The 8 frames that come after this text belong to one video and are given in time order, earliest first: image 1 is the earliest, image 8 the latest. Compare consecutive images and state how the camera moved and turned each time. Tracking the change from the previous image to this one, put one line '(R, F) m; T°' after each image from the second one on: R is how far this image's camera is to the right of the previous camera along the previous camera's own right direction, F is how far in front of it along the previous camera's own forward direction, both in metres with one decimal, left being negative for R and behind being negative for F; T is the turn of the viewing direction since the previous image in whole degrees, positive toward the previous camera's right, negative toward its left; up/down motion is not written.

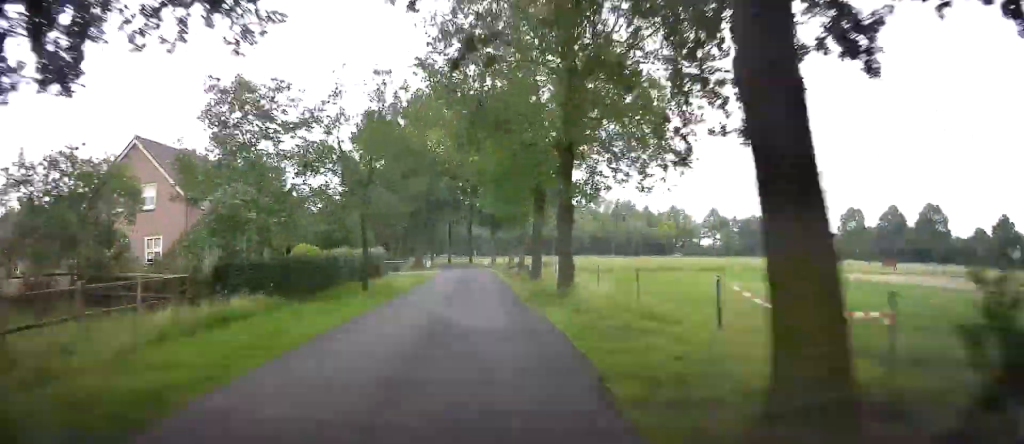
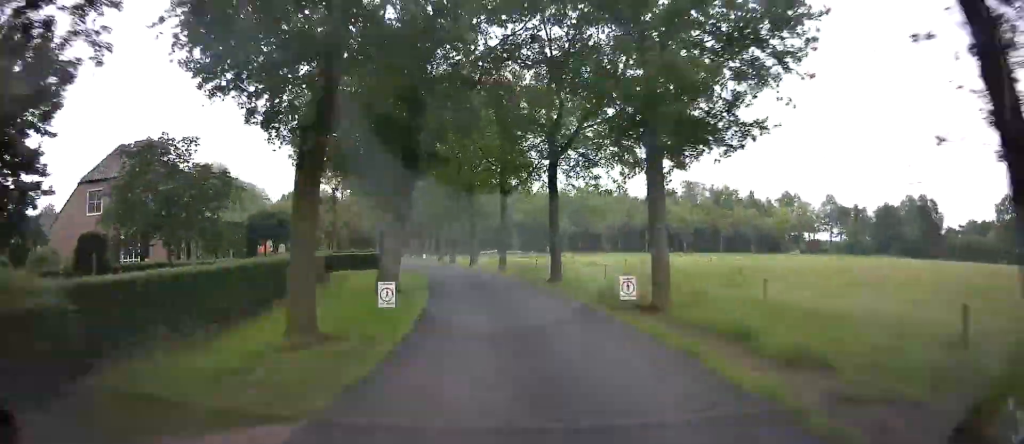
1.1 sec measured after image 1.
(-2.3, +39.2) m; -7°
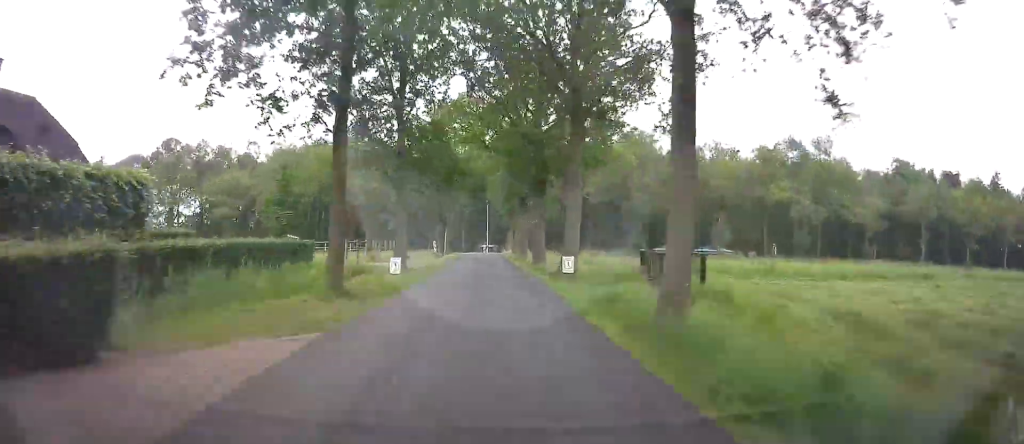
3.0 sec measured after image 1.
(-3.9, +57.8) m; -5°
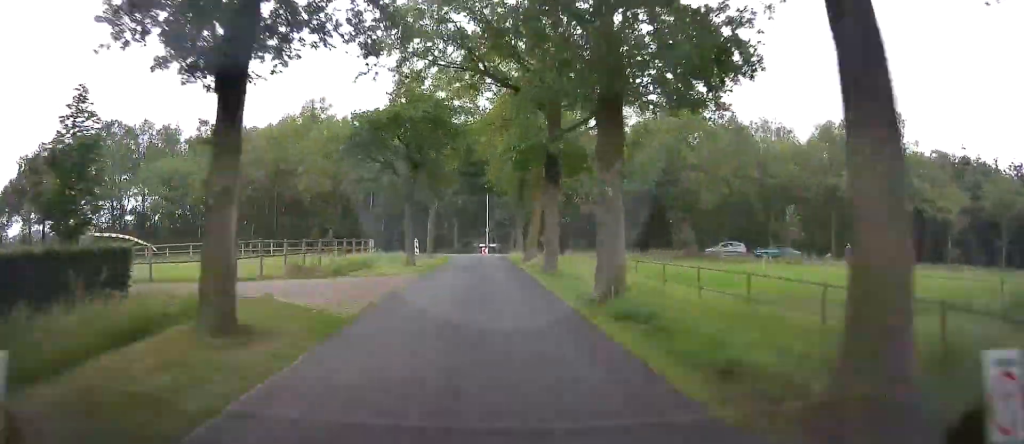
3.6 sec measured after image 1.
(-0.1, +14.6) m; +1°
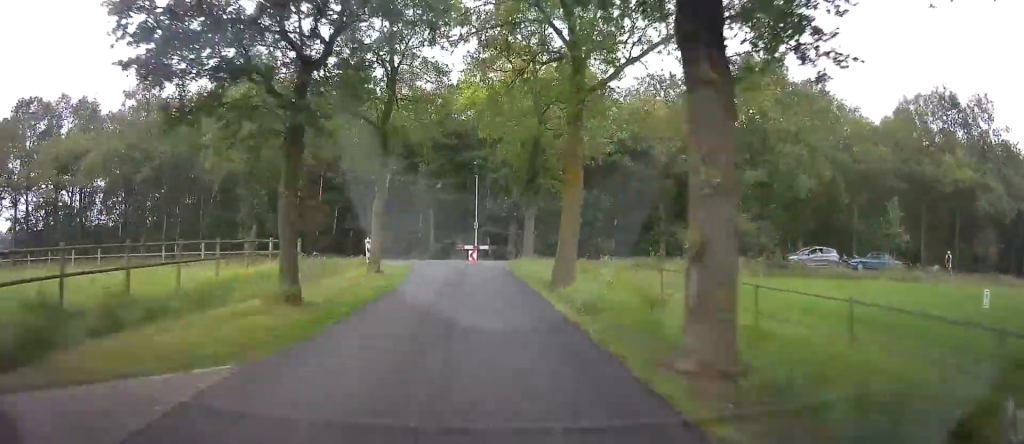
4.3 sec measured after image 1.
(+0.2, +13.9) m; -2°
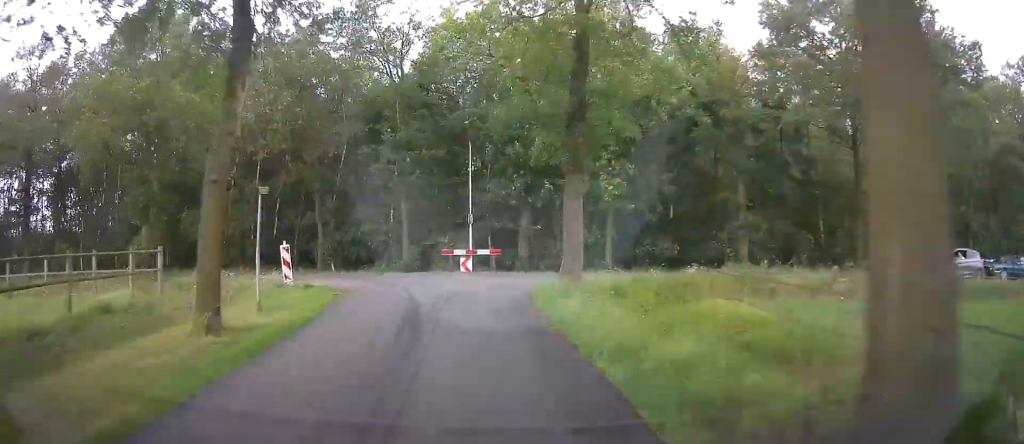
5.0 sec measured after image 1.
(+0.3, +12.8) m; -7°
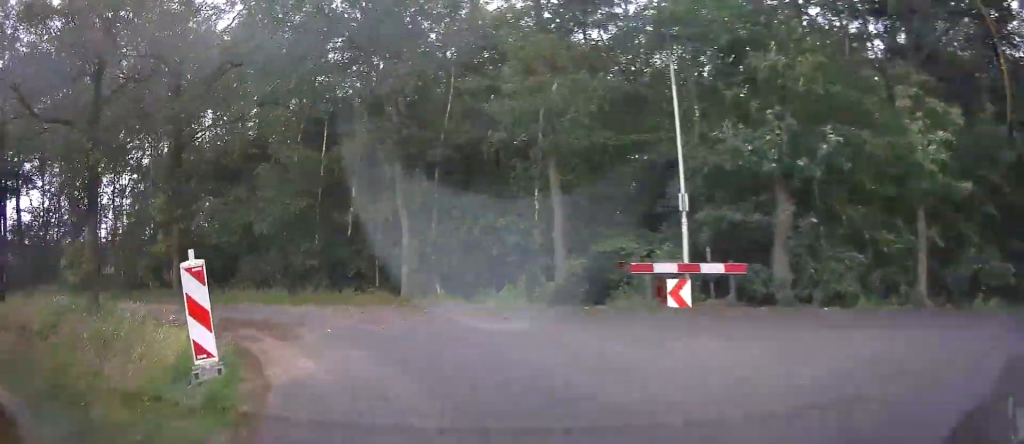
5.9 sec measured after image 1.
(-1.7, +13.7) m; -28°
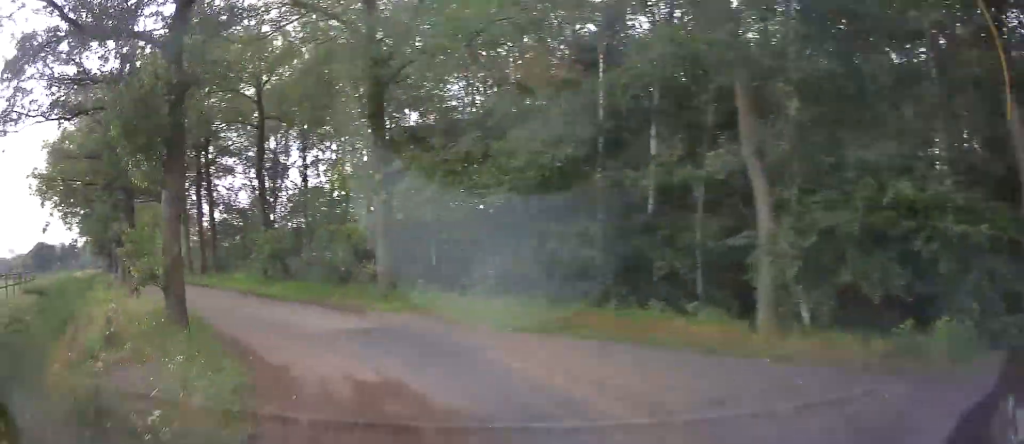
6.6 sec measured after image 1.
(-3.4, +8.5) m; -20°
